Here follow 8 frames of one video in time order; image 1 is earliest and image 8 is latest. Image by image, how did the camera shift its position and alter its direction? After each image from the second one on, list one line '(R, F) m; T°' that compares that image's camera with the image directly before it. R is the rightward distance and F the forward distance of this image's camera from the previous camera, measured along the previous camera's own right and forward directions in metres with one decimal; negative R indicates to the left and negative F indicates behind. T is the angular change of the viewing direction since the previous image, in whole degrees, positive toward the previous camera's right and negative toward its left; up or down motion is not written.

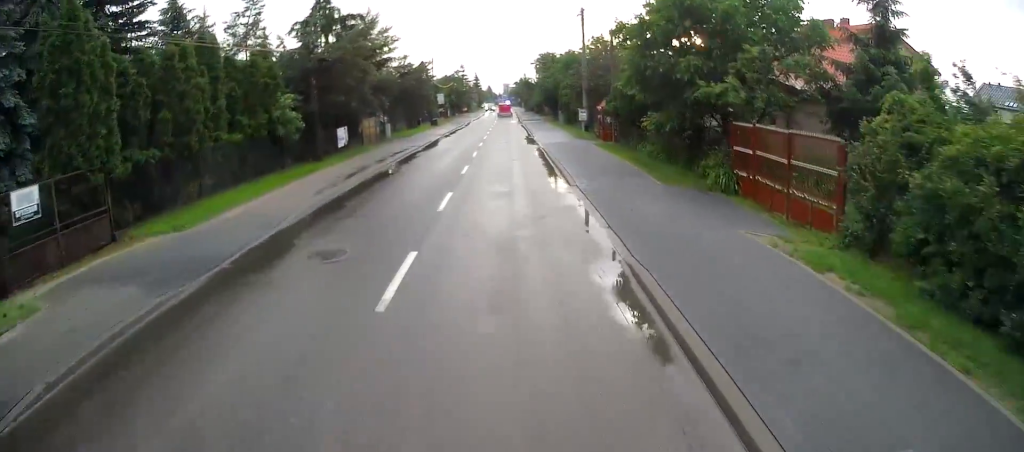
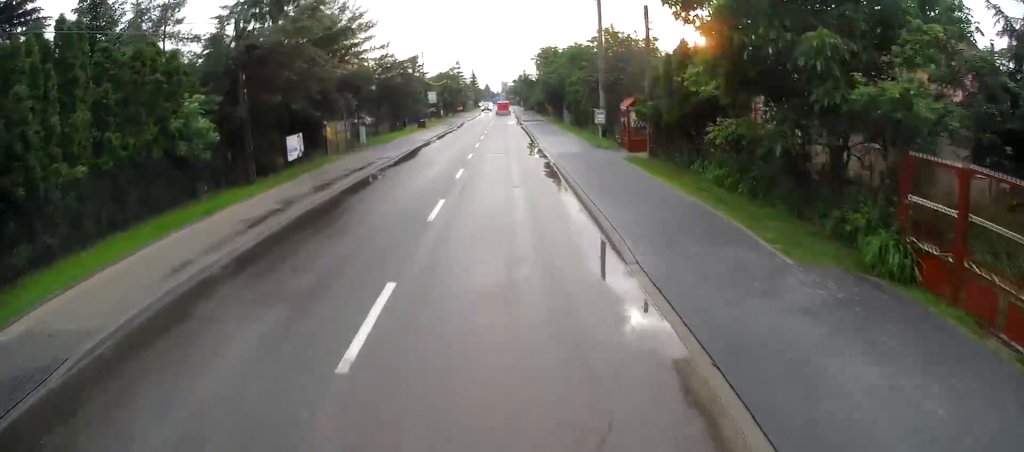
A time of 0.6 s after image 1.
(0.0, +7.4) m; 0°
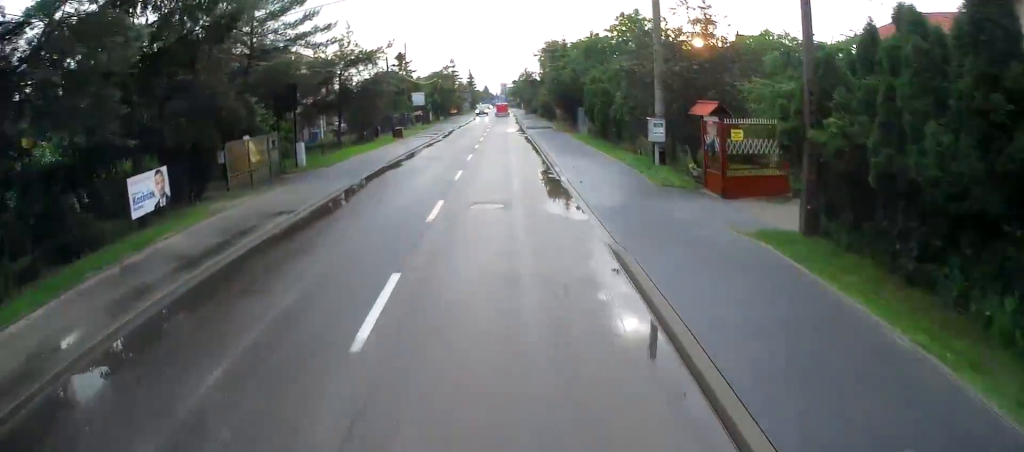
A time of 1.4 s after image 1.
(-0.3, +11.4) m; +1°
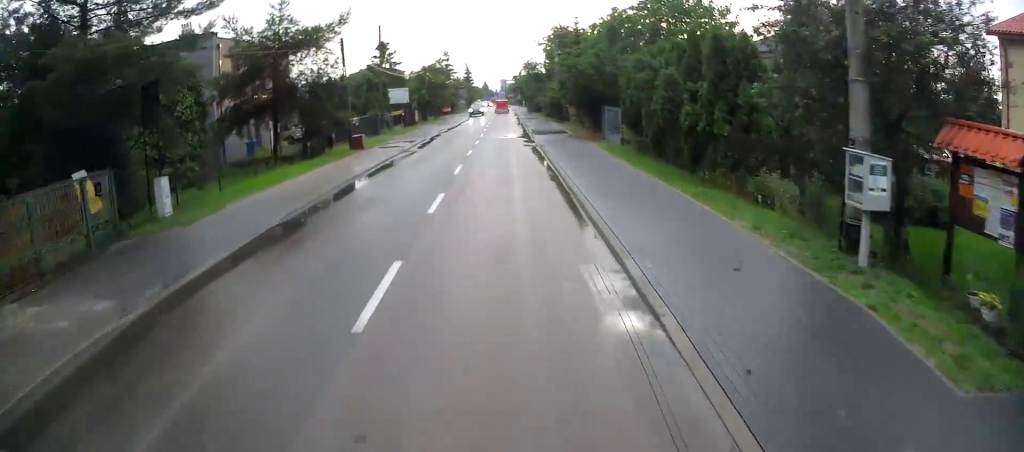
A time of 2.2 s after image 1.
(+0.7, +11.2) m; +2°
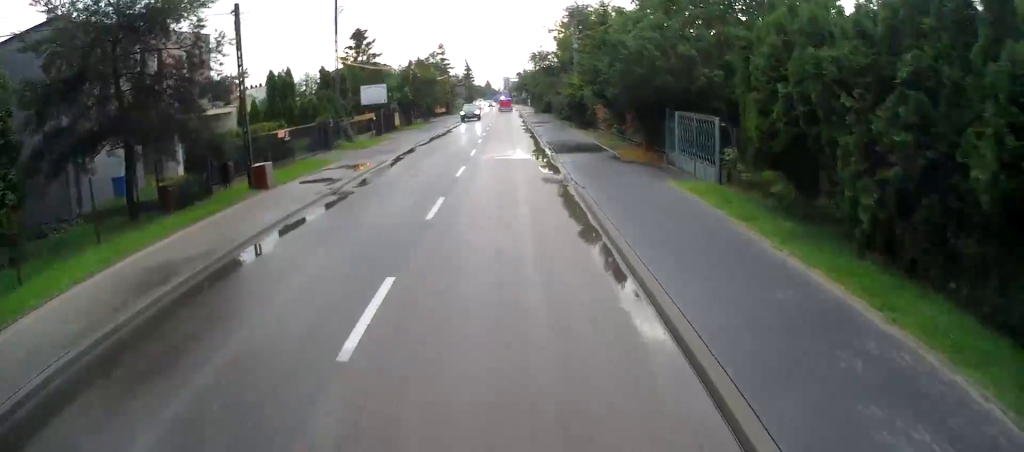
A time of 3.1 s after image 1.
(-0.3, +12.4) m; -2°
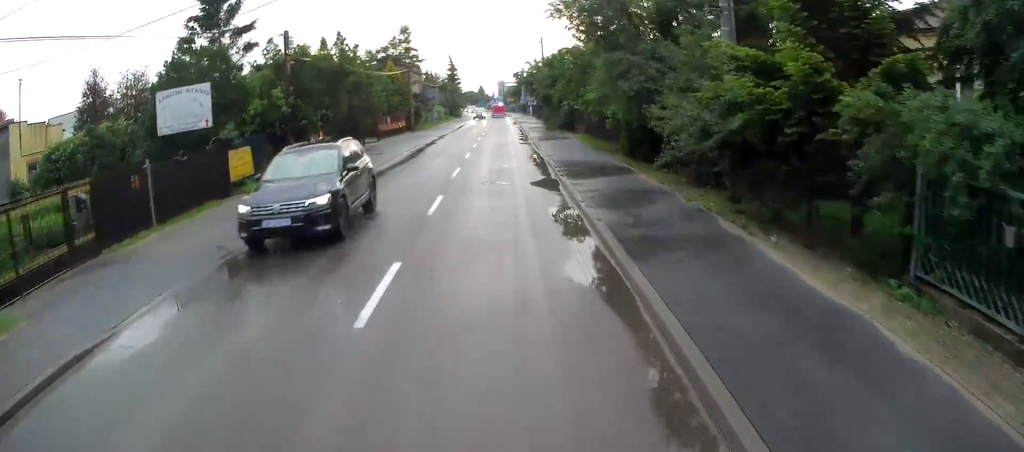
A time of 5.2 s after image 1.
(-0.2, +28.6) m; -1°
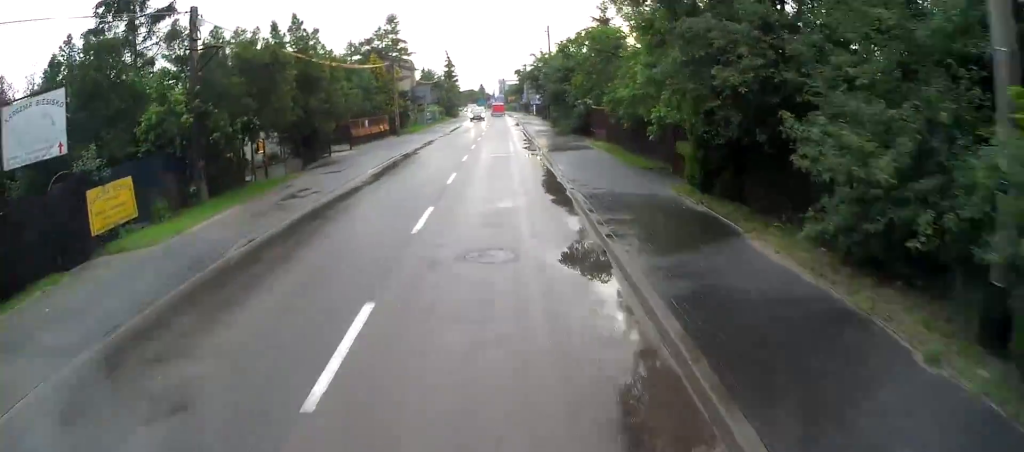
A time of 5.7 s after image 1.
(0.0, +7.7) m; 0°
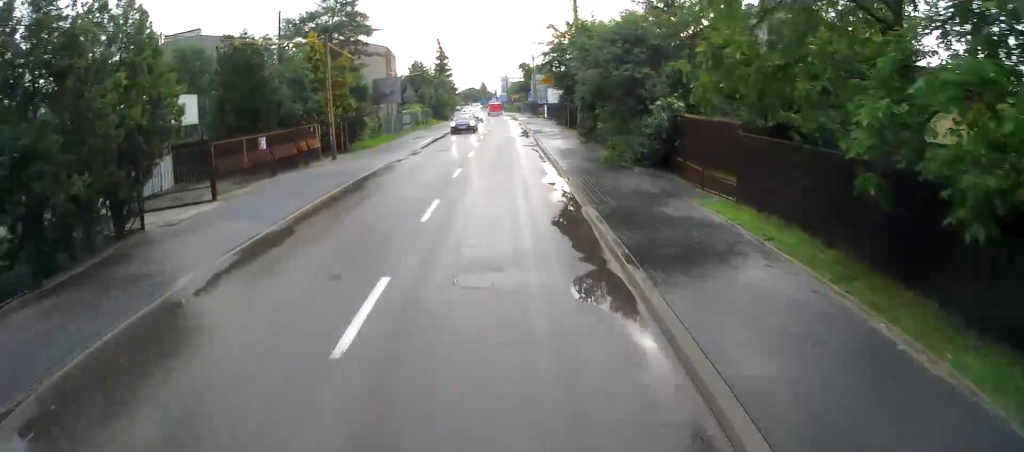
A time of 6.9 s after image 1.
(0.0, +16.9) m; +1°
